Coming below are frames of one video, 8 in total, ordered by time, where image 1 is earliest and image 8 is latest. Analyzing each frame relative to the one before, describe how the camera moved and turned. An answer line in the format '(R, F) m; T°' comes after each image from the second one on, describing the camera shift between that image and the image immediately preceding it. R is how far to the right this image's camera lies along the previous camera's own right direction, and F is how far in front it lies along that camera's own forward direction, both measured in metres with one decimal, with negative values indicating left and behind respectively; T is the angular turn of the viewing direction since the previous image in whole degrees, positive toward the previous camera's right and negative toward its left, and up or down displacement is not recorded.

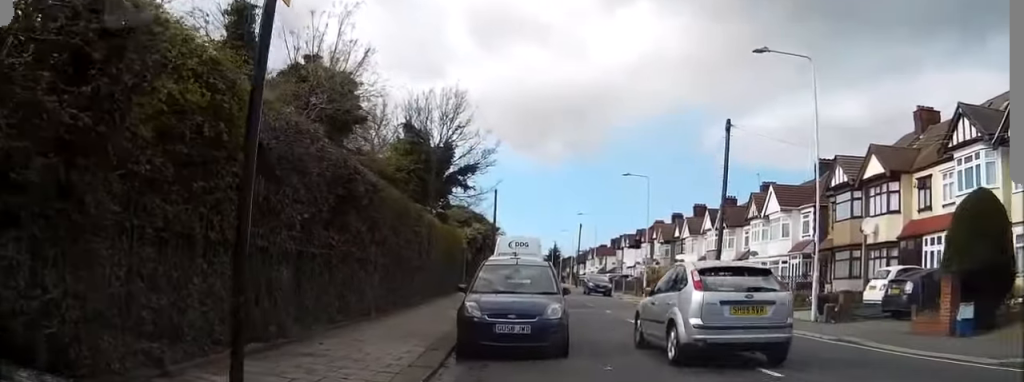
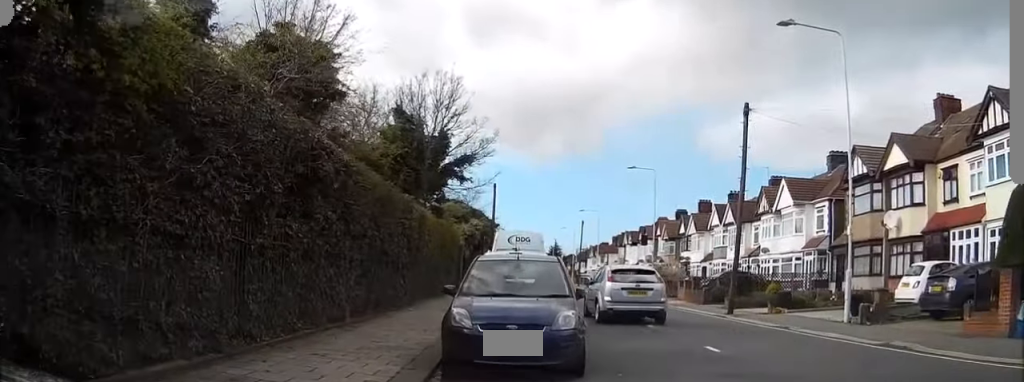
(+0.1, +2.2) m; +2°
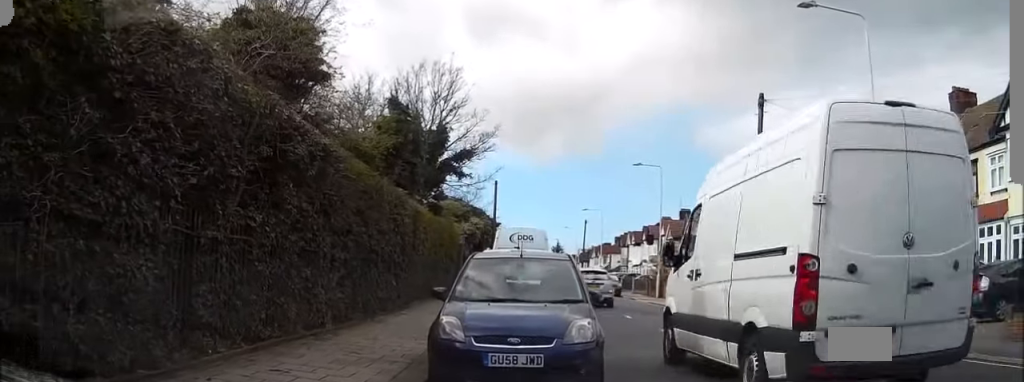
(0.0, +1.5) m; -1°
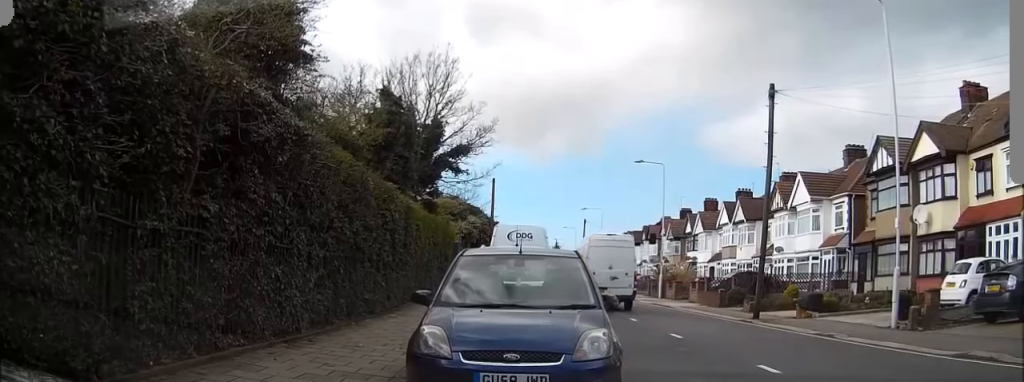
(-0.3, +0.9) m; 0°
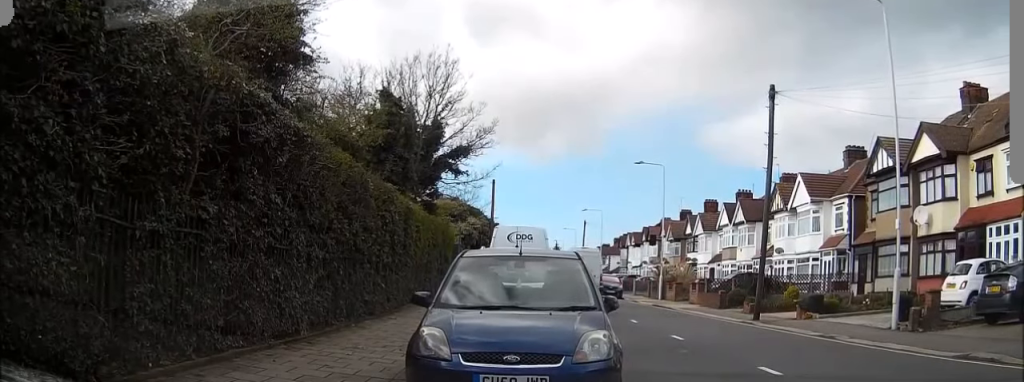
(-0.2, -0.1) m; 0°
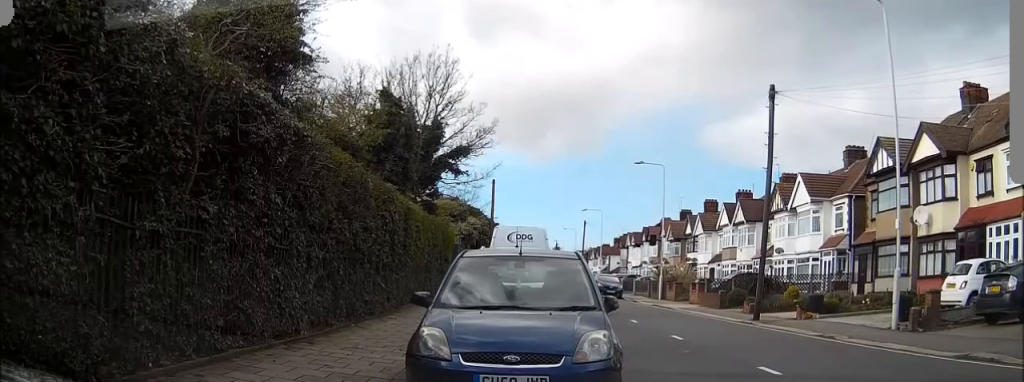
(0.0, 0.0) m; 0°
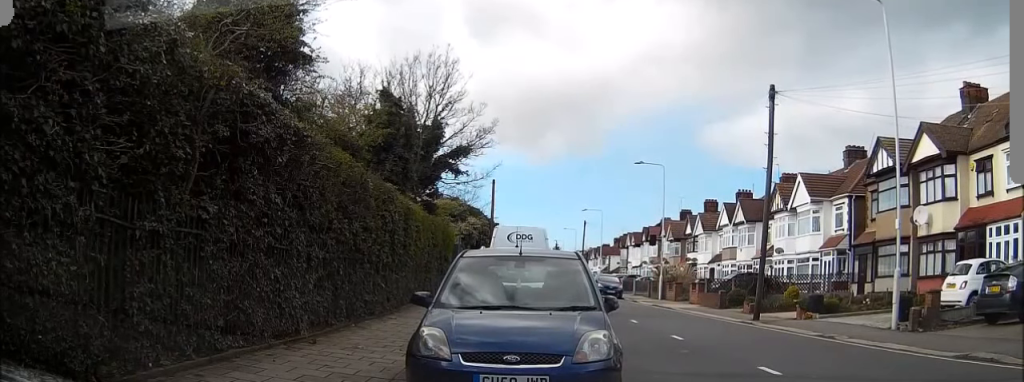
(0.0, 0.0) m; 0°
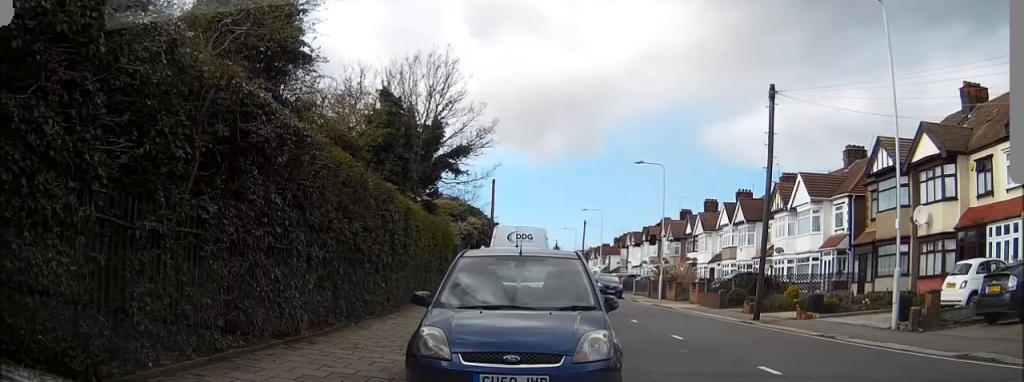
(0.0, 0.0) m; 0°
